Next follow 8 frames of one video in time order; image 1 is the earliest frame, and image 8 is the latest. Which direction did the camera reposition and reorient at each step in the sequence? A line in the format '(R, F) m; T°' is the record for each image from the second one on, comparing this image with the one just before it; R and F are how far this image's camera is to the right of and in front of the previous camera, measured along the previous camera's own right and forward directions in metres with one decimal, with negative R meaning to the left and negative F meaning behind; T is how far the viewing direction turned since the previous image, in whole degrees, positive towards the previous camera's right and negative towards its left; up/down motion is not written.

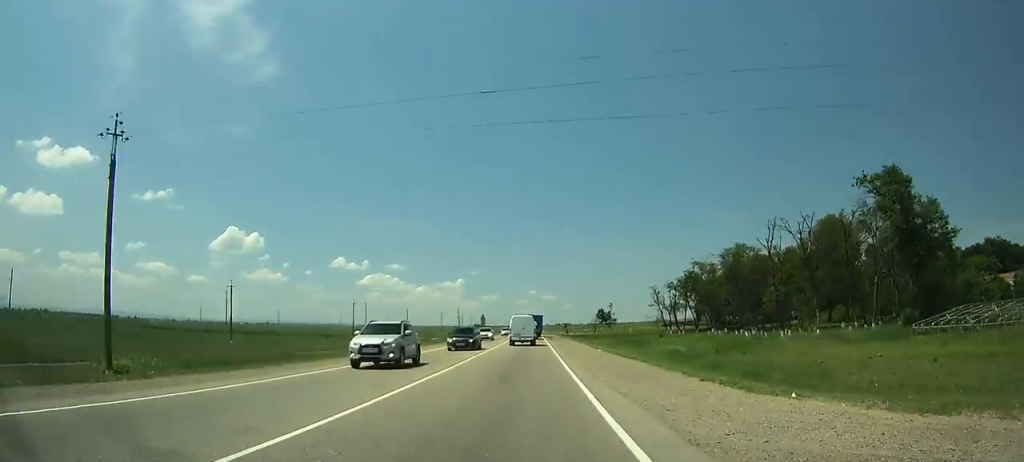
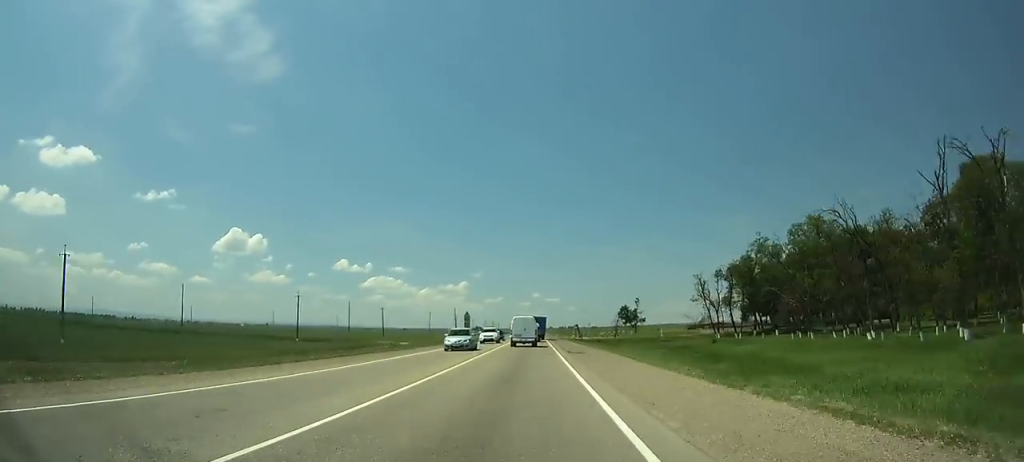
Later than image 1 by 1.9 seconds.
(0.0, +35.8) m; 0°
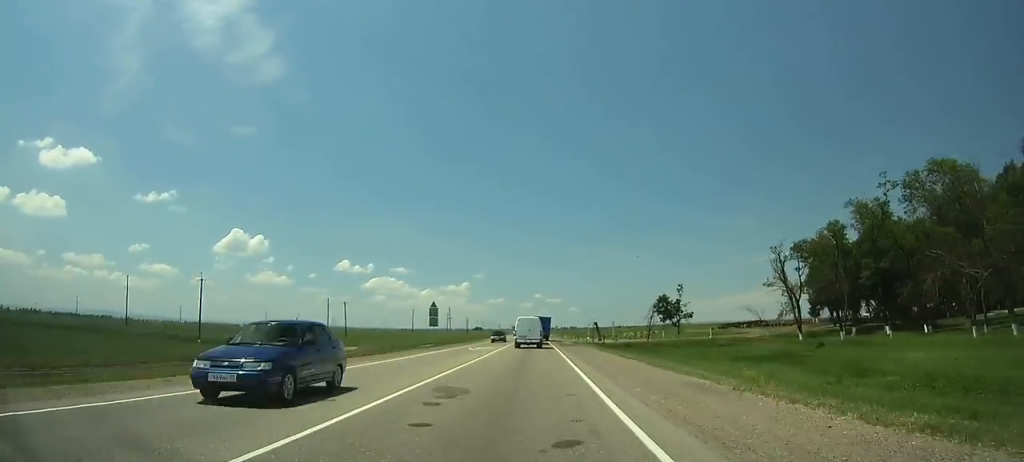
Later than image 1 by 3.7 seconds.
(-0.1, +33.9) m; 0°
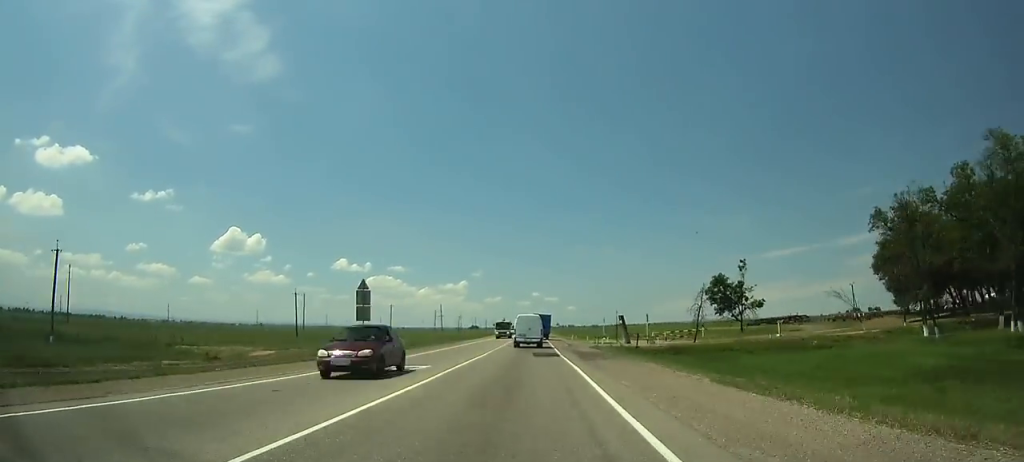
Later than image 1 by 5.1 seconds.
(-0.2, +26.5) m; 0°
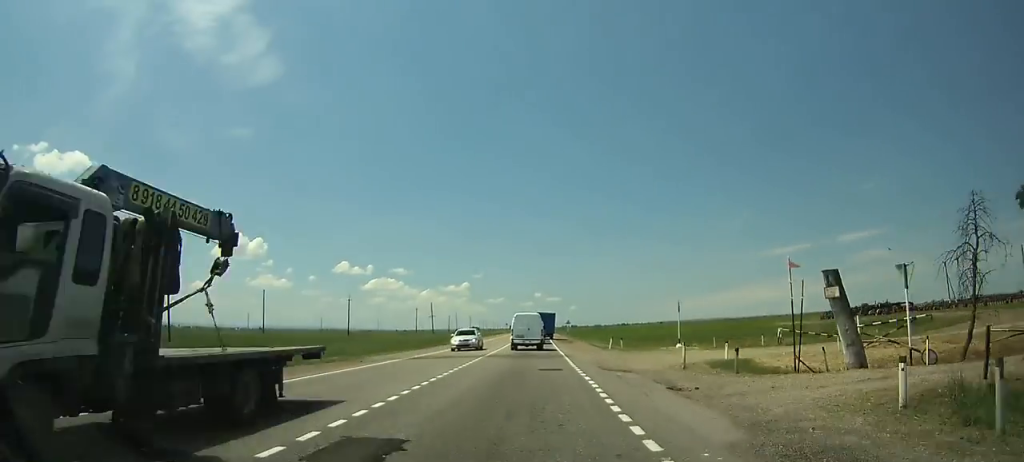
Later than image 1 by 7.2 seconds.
(-0.1, +39.5) m; 0°
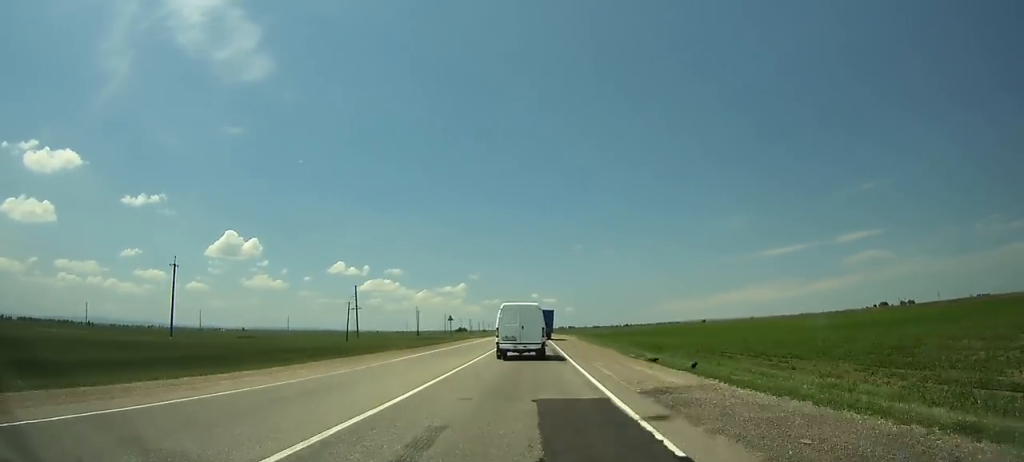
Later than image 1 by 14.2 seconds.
(+1.6, +129.3) m; +1°
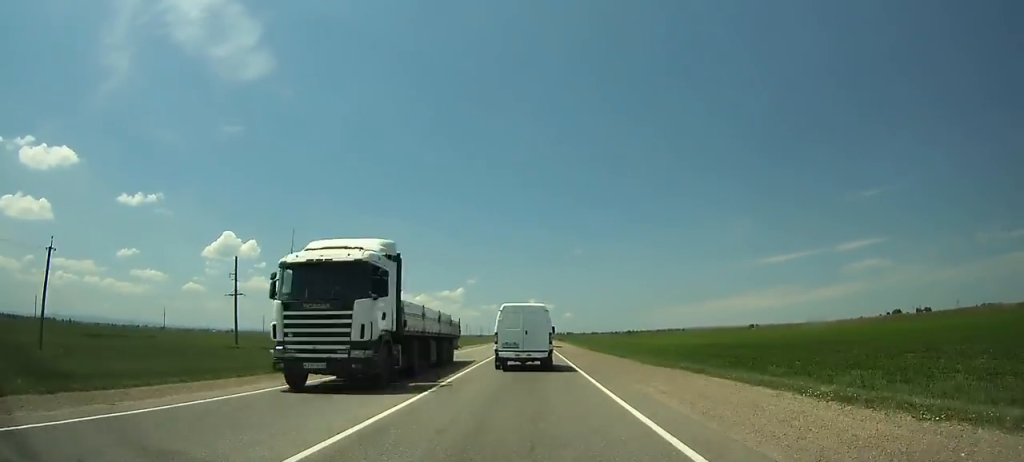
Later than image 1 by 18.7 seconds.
(0.0, +80.1) m; 0°
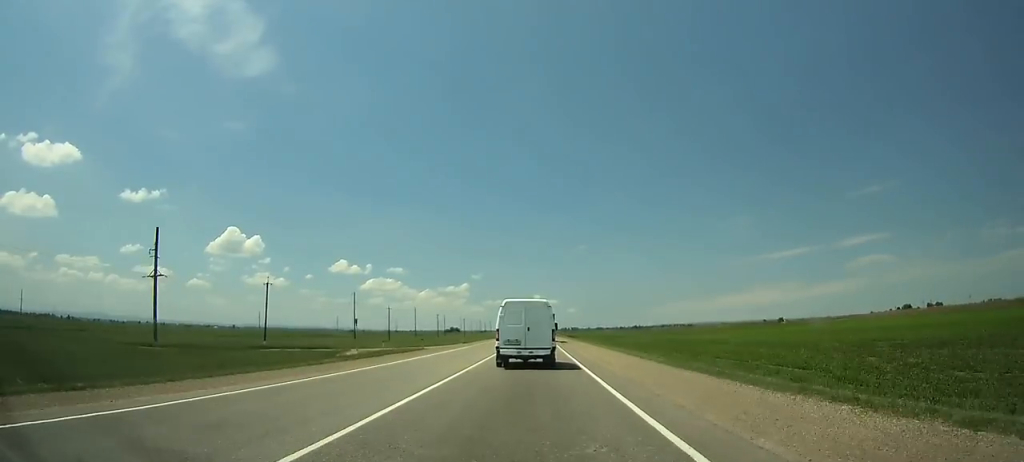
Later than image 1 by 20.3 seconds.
(+0.1, +28.1) m; 0°
